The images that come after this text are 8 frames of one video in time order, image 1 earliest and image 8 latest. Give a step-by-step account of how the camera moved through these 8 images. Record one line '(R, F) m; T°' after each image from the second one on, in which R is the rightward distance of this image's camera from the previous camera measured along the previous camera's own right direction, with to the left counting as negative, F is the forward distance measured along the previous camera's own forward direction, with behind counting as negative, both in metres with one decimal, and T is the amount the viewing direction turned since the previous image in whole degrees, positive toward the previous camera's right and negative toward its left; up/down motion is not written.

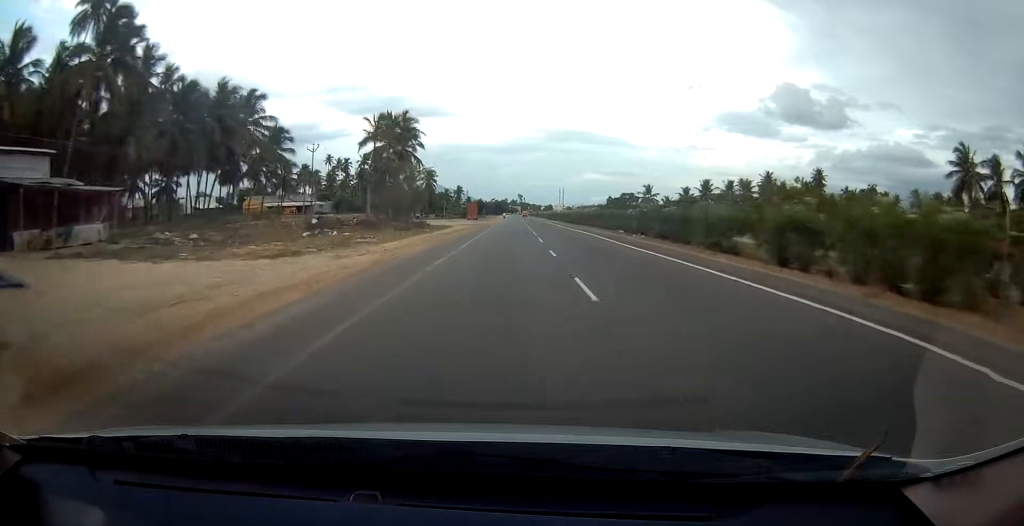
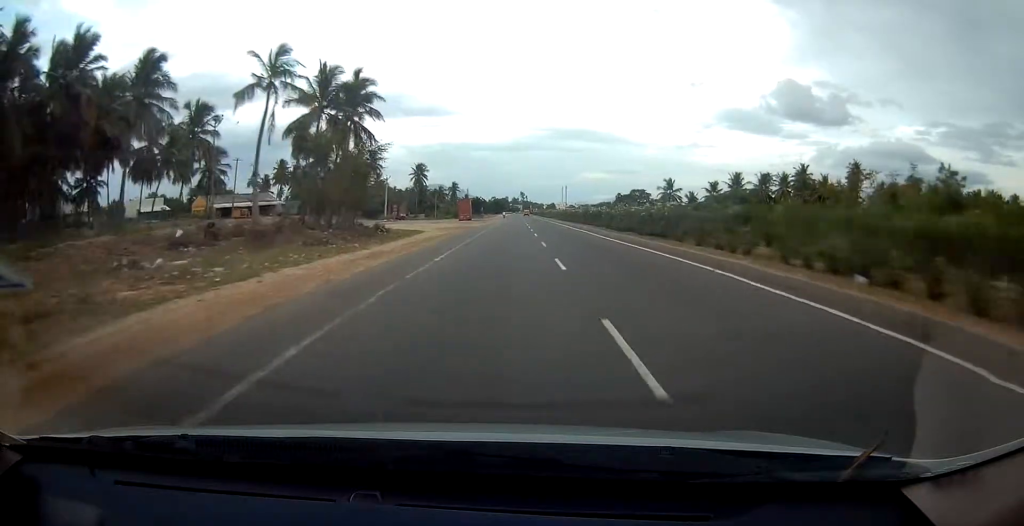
(+0.3, +22.9) m; 0°
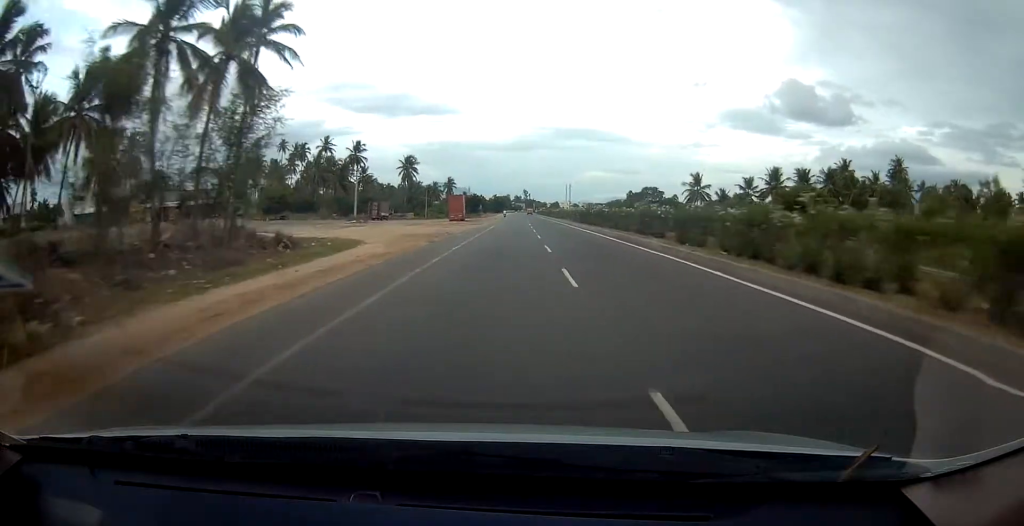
(-0.2, +20.9) m; -1°
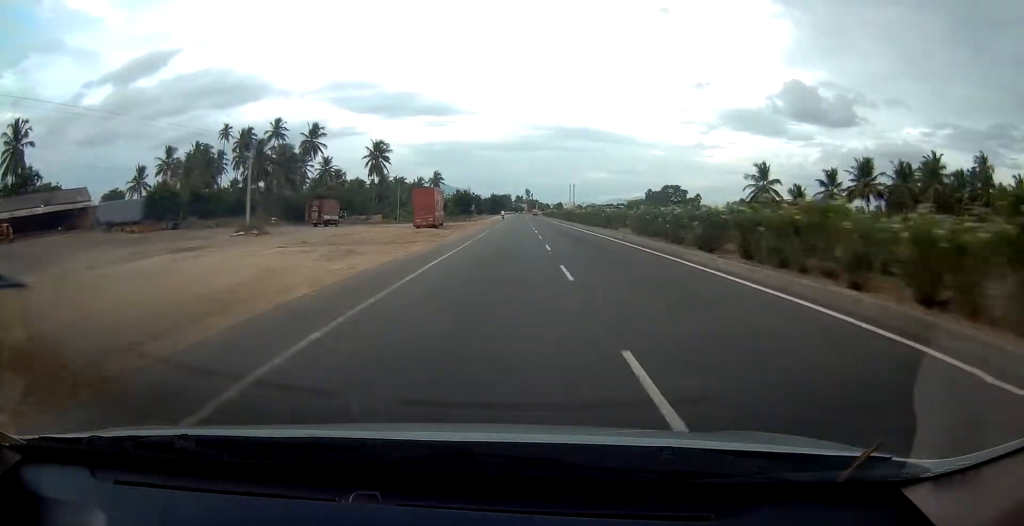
(-0.1, +35.0) m; 0°
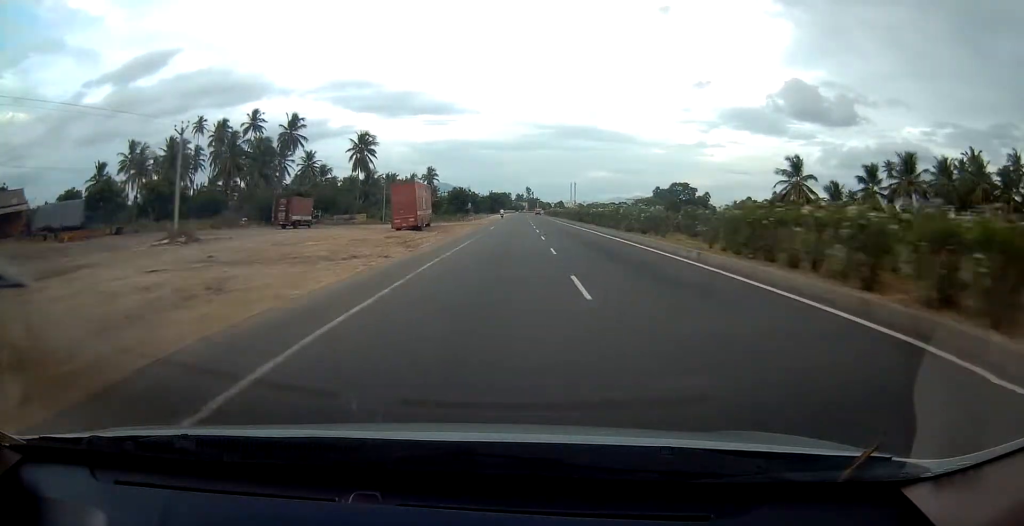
(0.0, +11.8) m; 0°
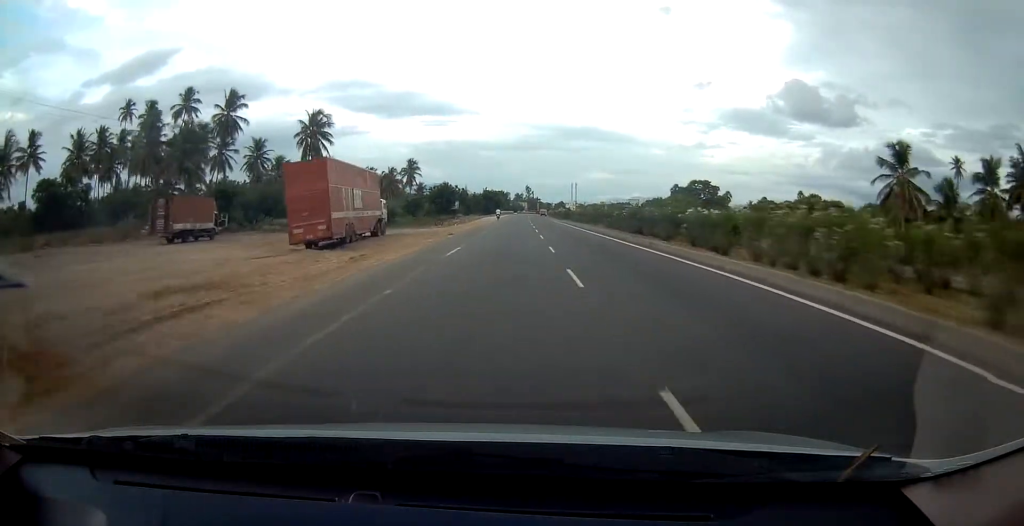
(+0.1, +25.7) m; 0°
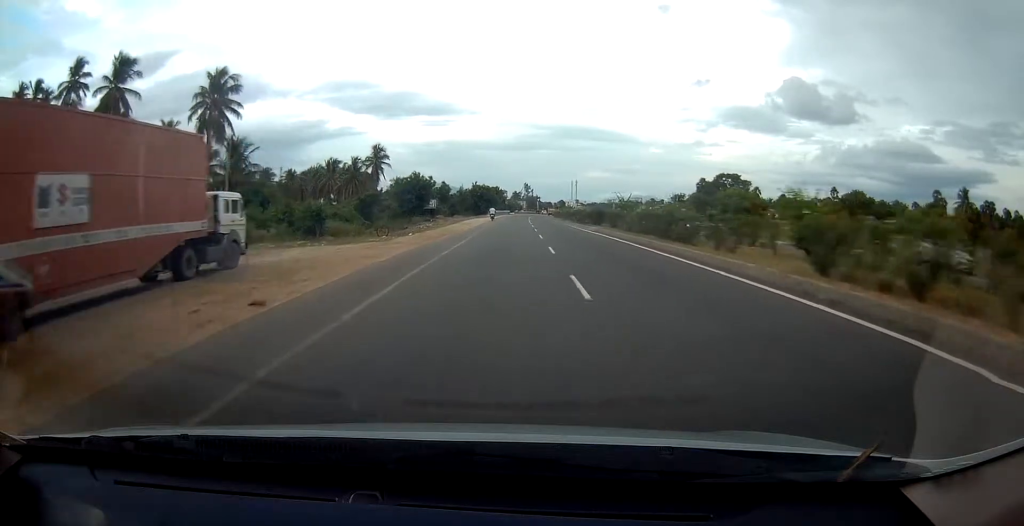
(-0.1, +28.5) m; 0°
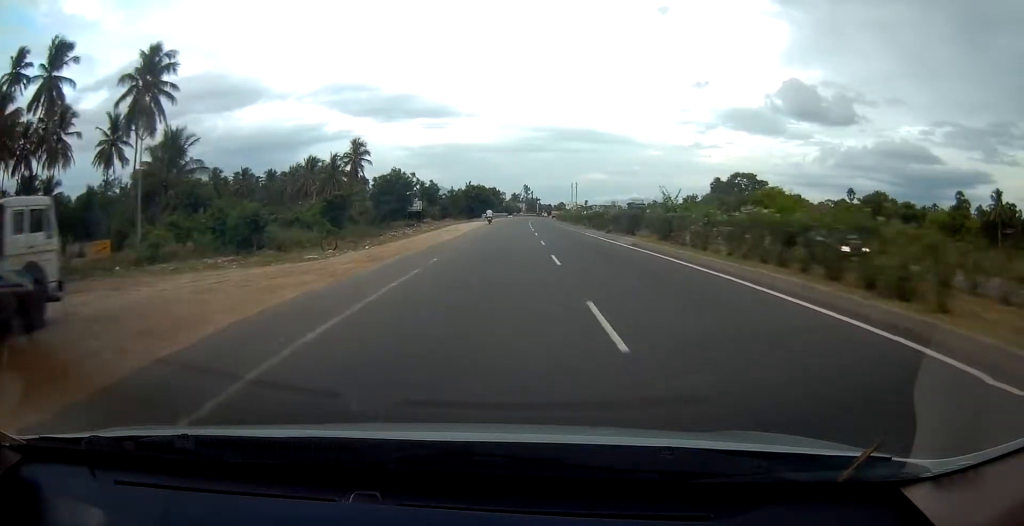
(+0.1, +12.2) m; 0°
